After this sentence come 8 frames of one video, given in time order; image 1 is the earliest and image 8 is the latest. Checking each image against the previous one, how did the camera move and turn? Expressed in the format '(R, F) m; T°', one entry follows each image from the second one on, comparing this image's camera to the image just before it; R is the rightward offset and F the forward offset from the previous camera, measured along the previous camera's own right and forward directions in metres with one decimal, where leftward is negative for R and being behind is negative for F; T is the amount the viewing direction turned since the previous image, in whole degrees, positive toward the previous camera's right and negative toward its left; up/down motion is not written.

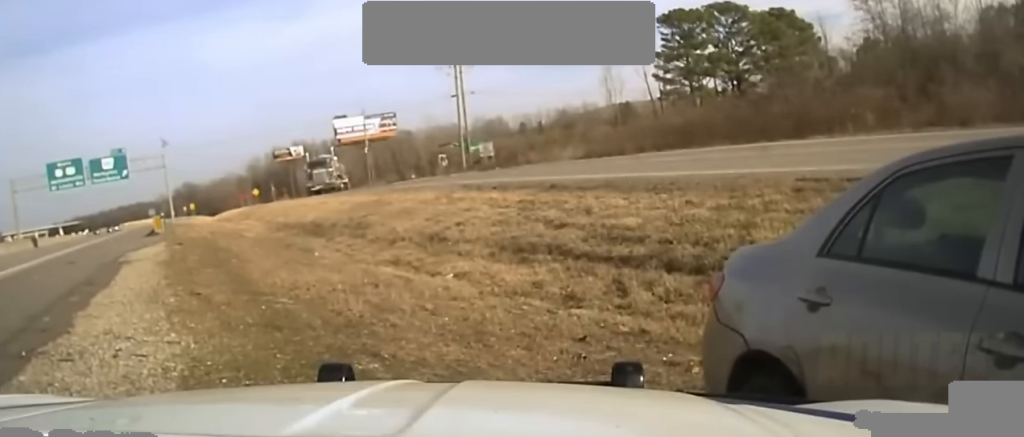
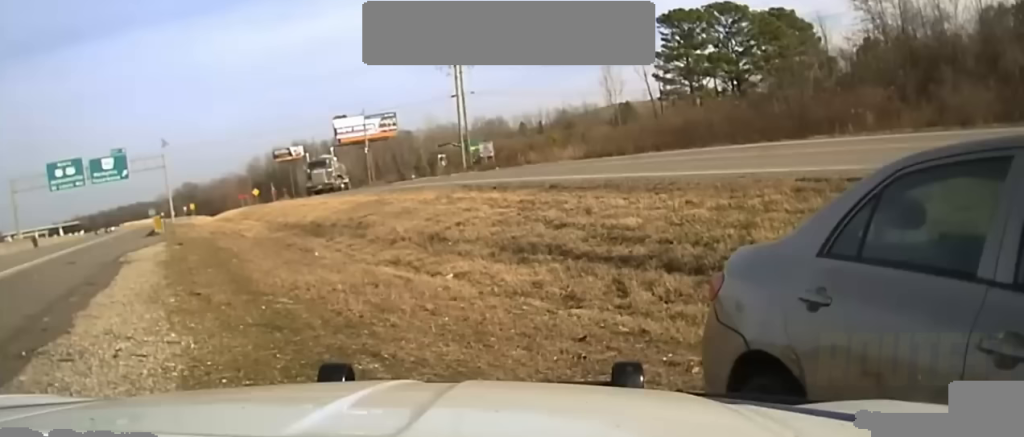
(0.0, 0.0) m; 0°
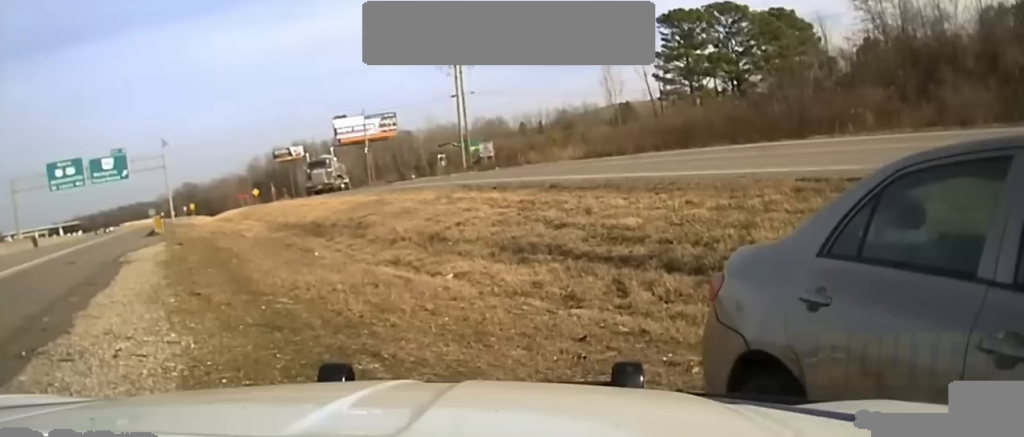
(0.0, 0.0) m; 0°
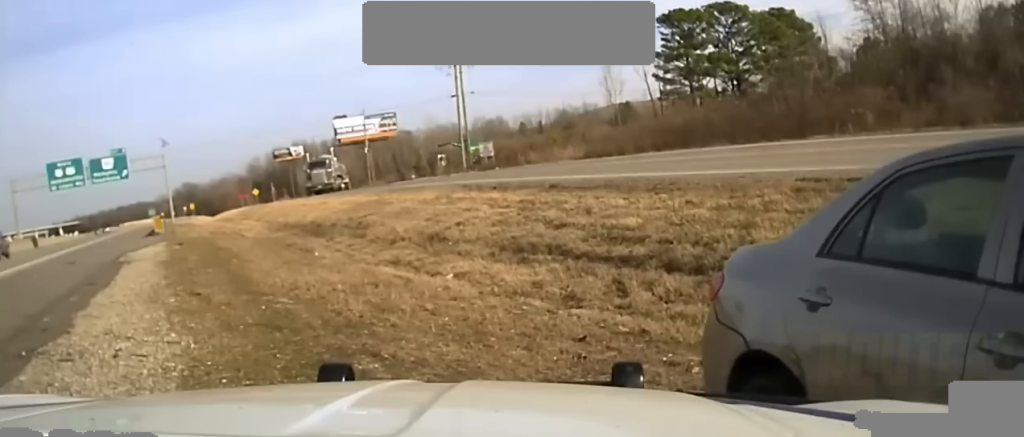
(0.0, 0.0) m; 0°
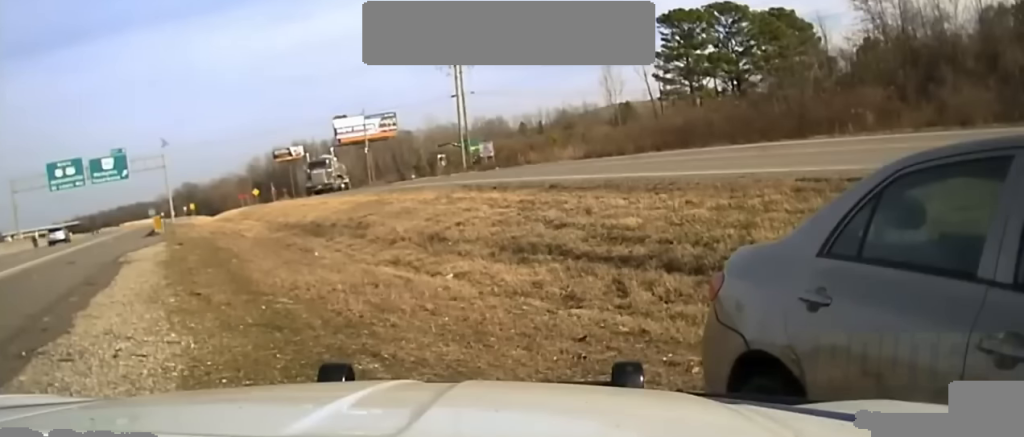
(0.0, 0.0) m; 0°
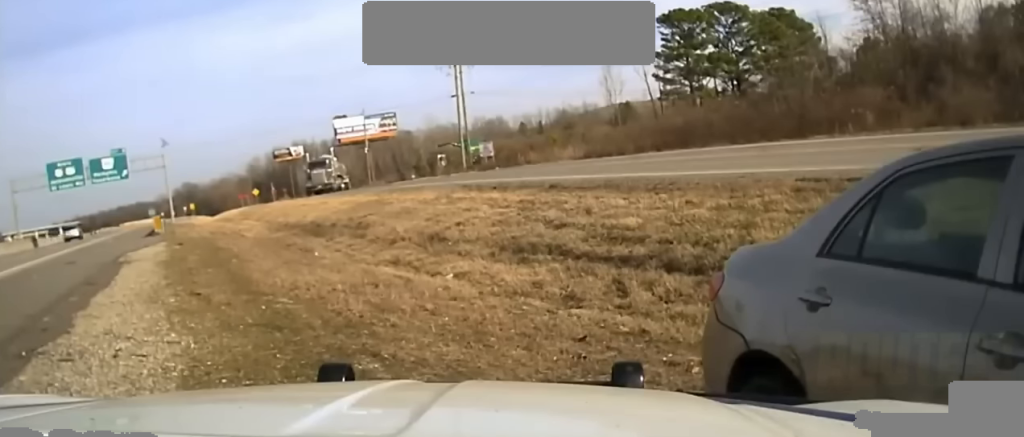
(0.0, 0.0) m; 0°
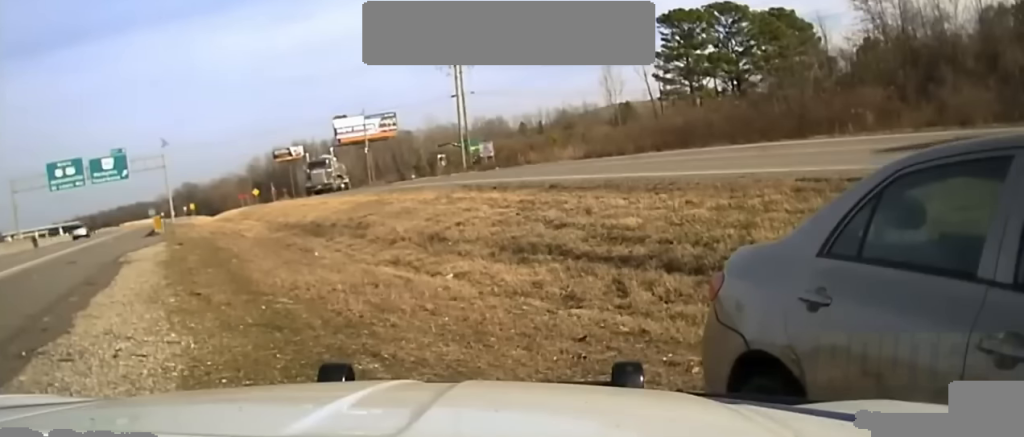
(0.0, 0.0) m; 0°
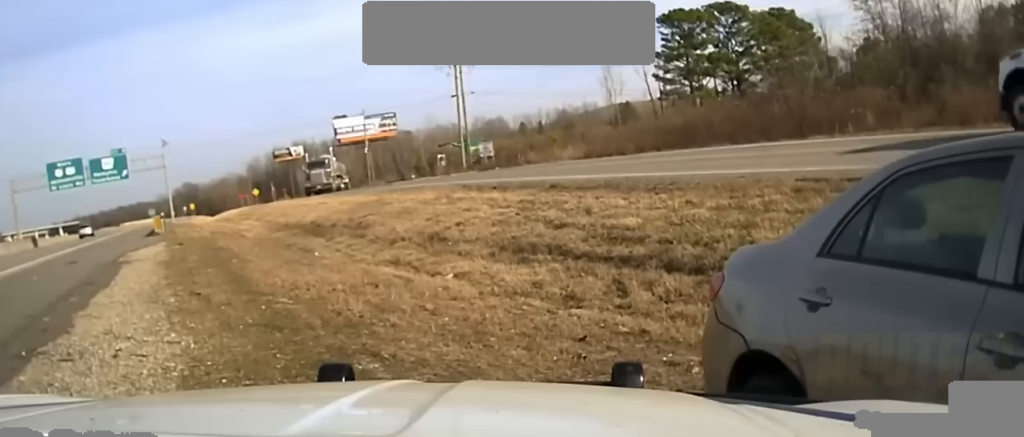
(0.0, 0.0) m; 0°
